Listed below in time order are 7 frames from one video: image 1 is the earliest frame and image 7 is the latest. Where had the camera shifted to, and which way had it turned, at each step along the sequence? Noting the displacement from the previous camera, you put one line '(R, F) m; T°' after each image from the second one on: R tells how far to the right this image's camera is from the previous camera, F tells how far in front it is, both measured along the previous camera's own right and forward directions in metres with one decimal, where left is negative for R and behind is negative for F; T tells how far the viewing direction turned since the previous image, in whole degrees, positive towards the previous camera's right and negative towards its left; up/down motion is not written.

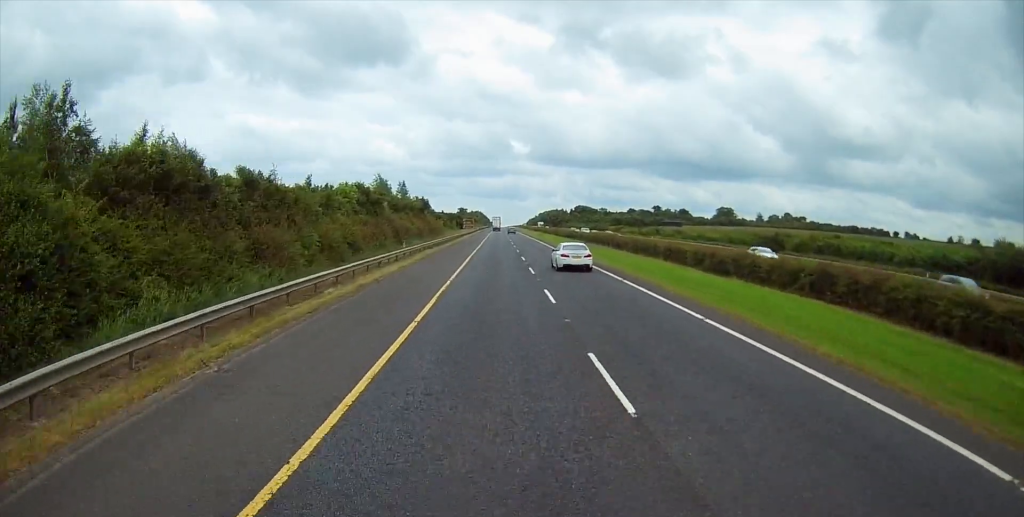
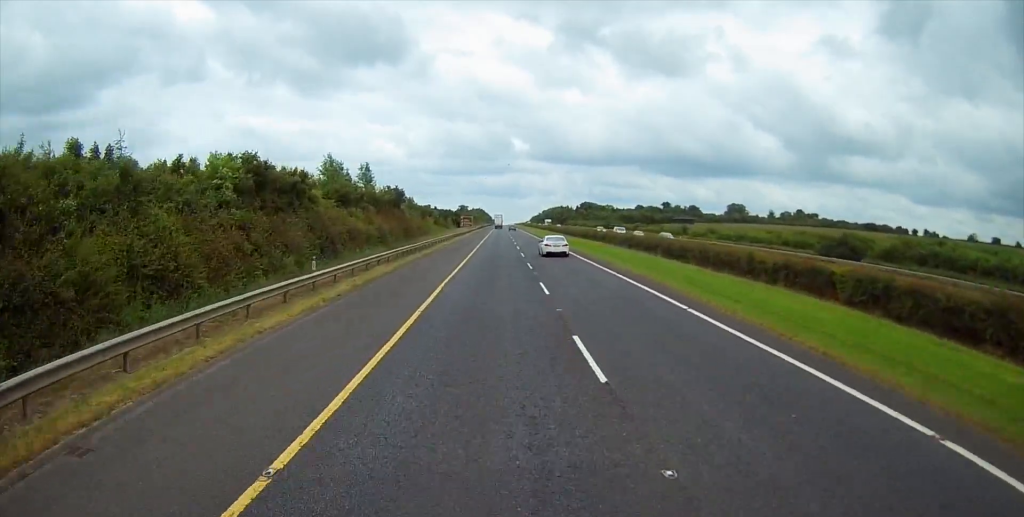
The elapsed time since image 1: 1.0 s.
(+0.2, +22.2) m; 0°
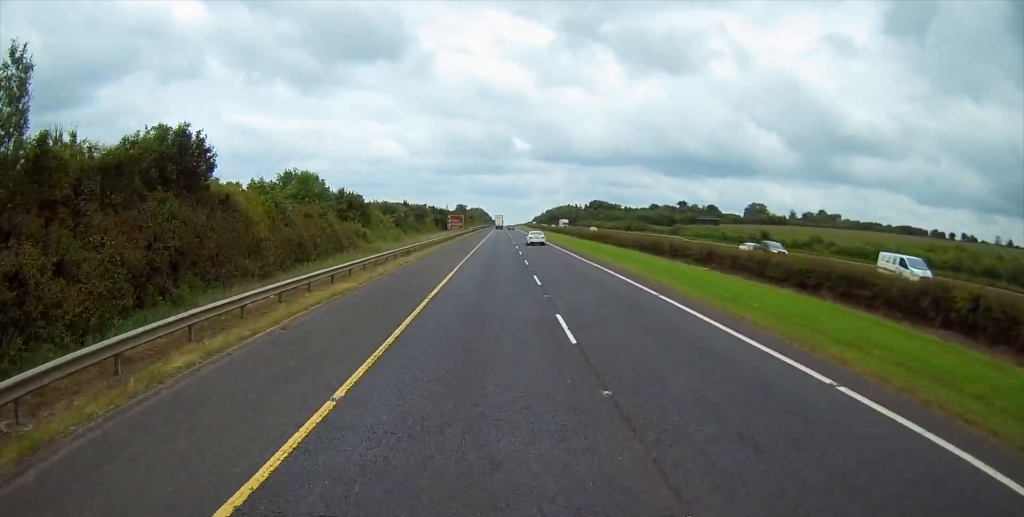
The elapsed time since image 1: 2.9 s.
(-0.1, +44.5) m; 0°
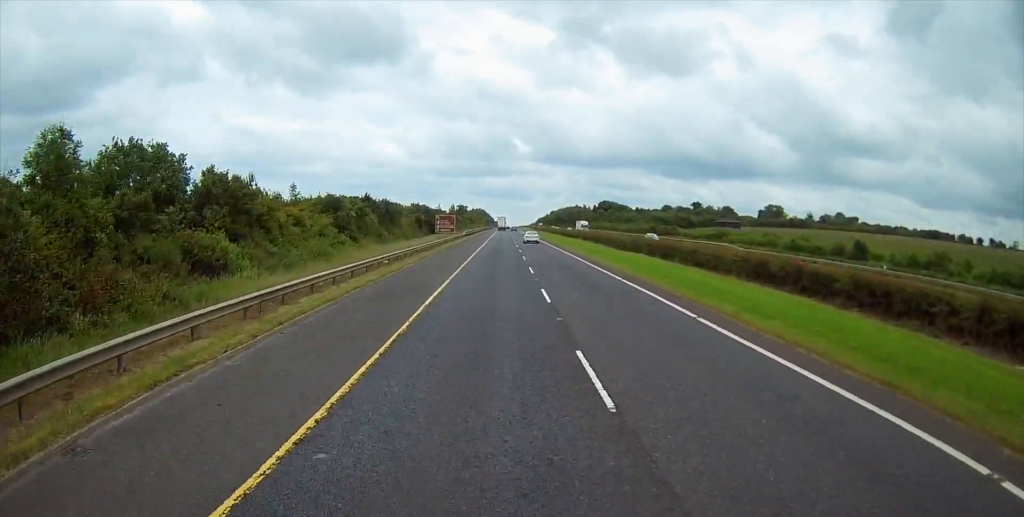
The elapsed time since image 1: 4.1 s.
(-0.4, +28.4) m; 0°
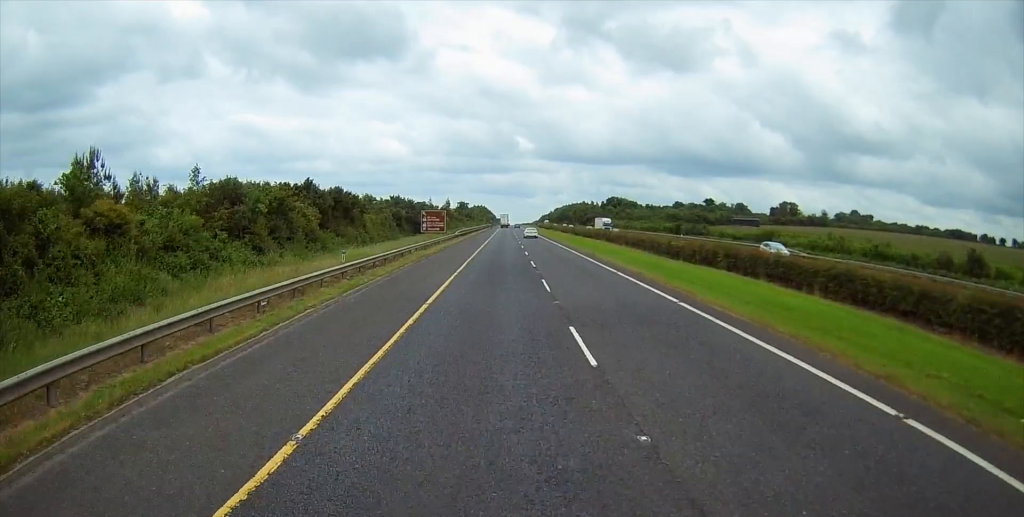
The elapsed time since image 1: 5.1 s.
(+0.4, +21.5) m; 0°
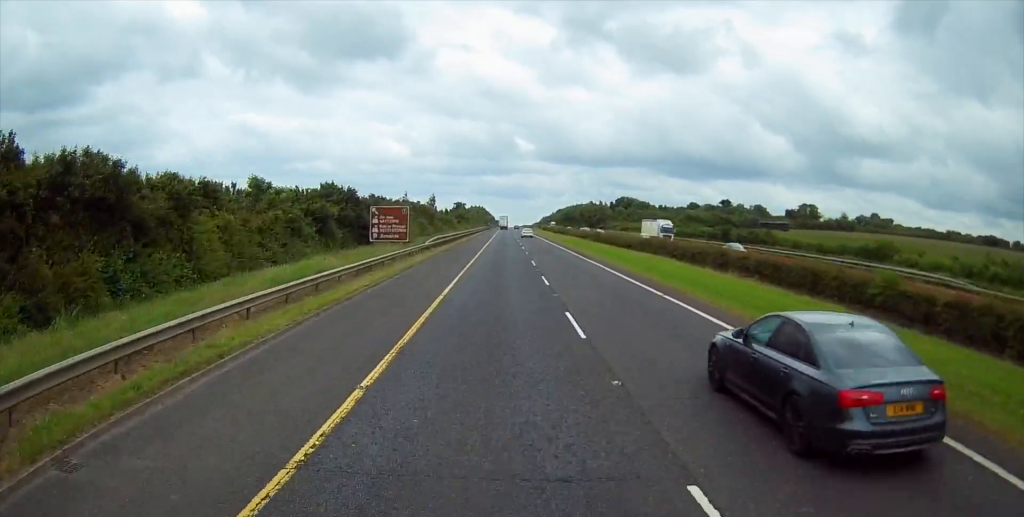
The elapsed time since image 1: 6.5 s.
(-0.5, +32.9) m; -1°
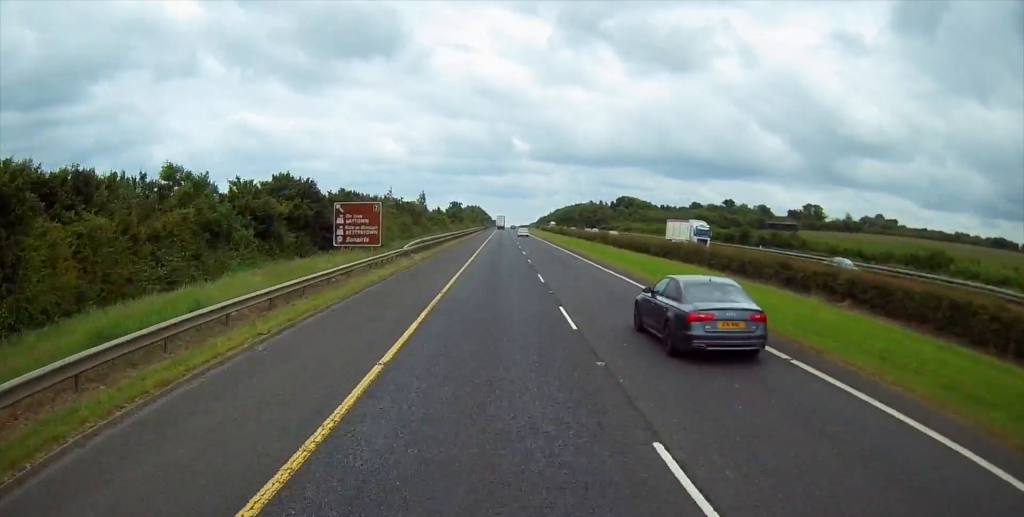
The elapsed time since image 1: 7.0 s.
(-0.1, +10.7) m; +1°
